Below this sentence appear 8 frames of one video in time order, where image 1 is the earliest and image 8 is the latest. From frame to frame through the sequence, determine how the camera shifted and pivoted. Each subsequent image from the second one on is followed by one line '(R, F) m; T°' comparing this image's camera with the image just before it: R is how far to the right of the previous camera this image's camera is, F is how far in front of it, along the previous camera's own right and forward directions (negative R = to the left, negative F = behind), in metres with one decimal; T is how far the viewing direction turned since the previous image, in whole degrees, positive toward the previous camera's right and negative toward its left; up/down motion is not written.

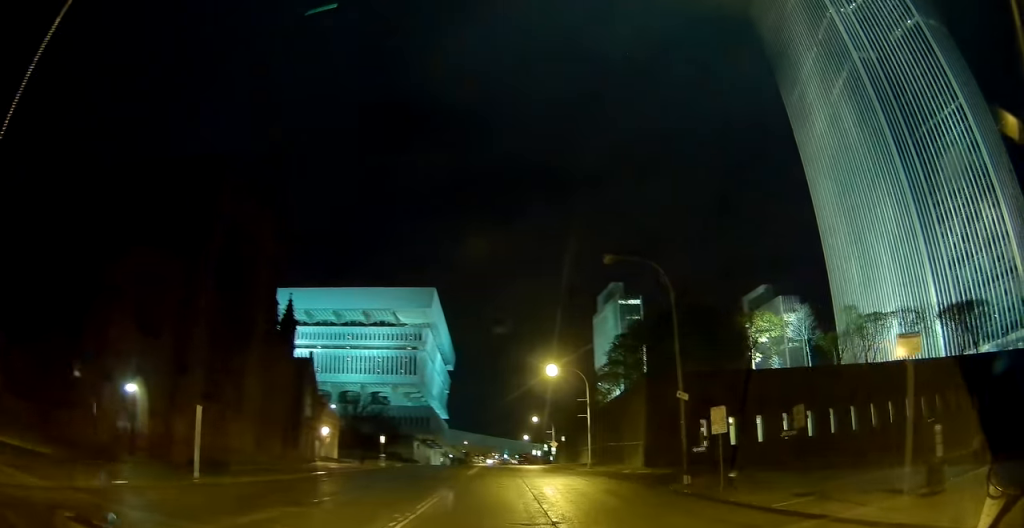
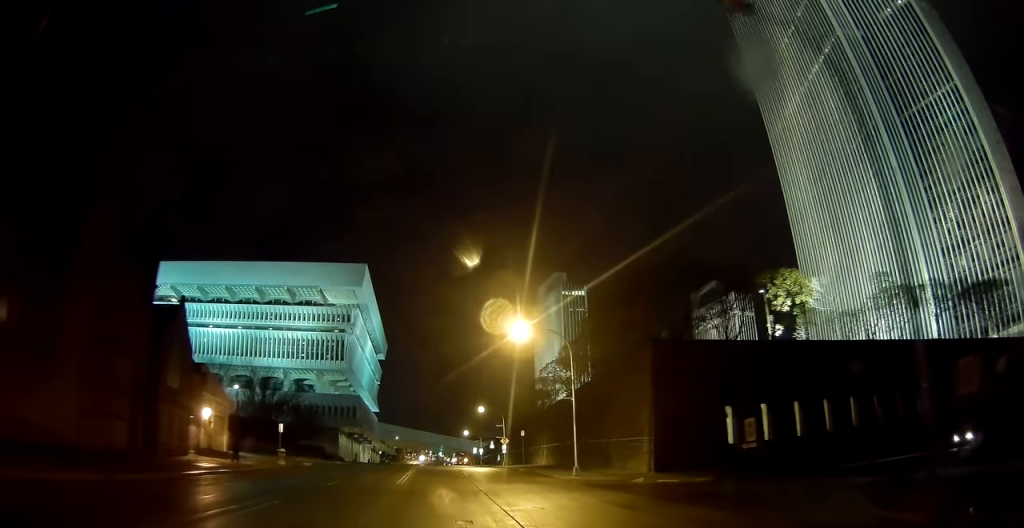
(+0.3, +17.2) m; +1°
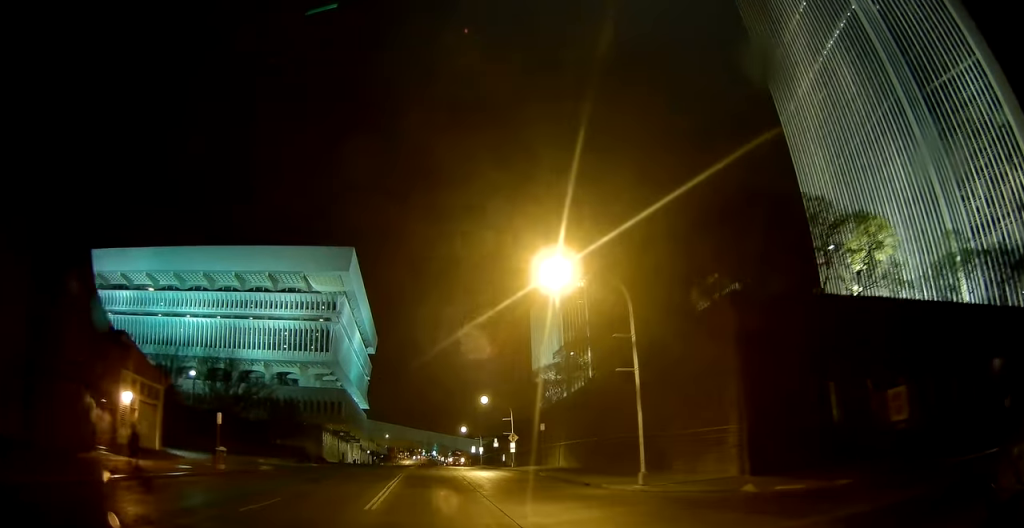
(+0.1, +12.6) m; +1°
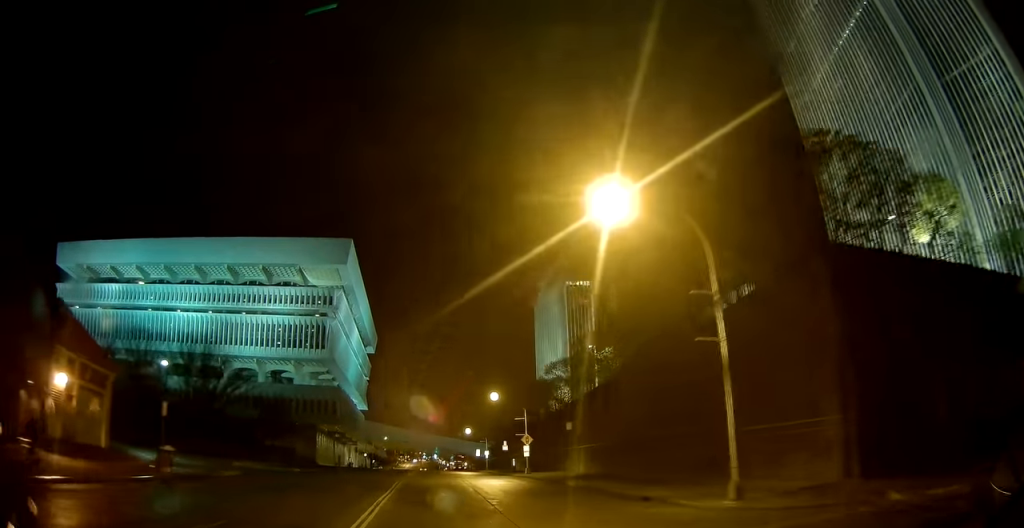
(+0.1, +7.4) m; +1°
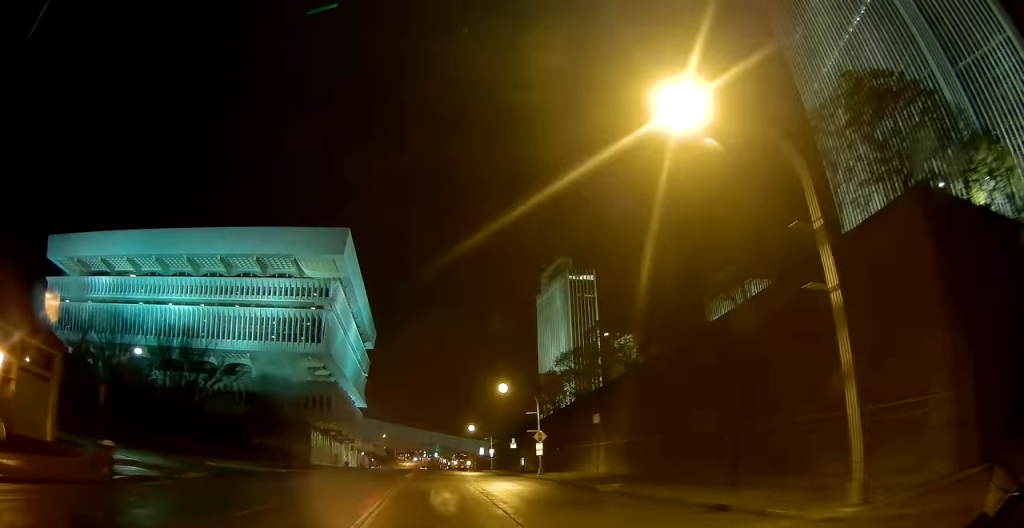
(0.0, +5.7) m; 0°
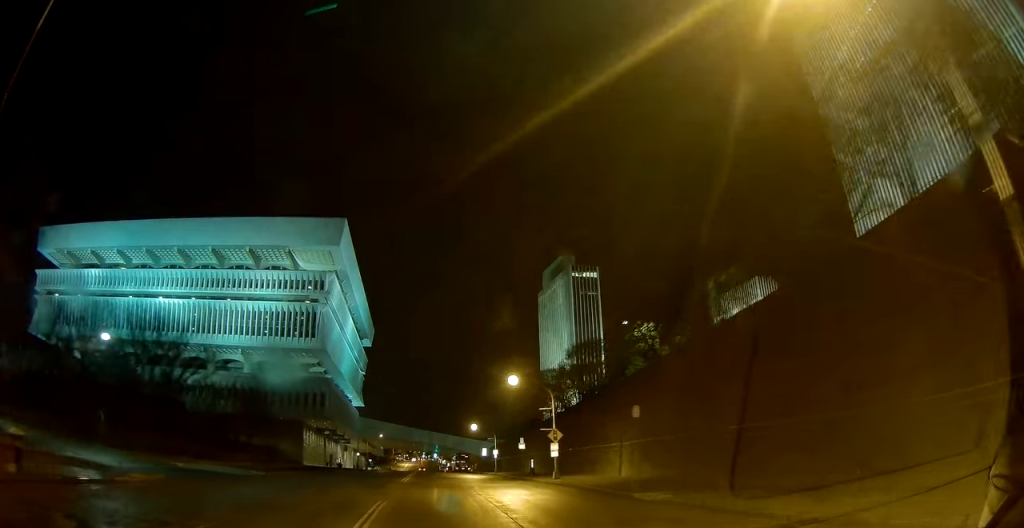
(0.0, +5.7) m; 0°
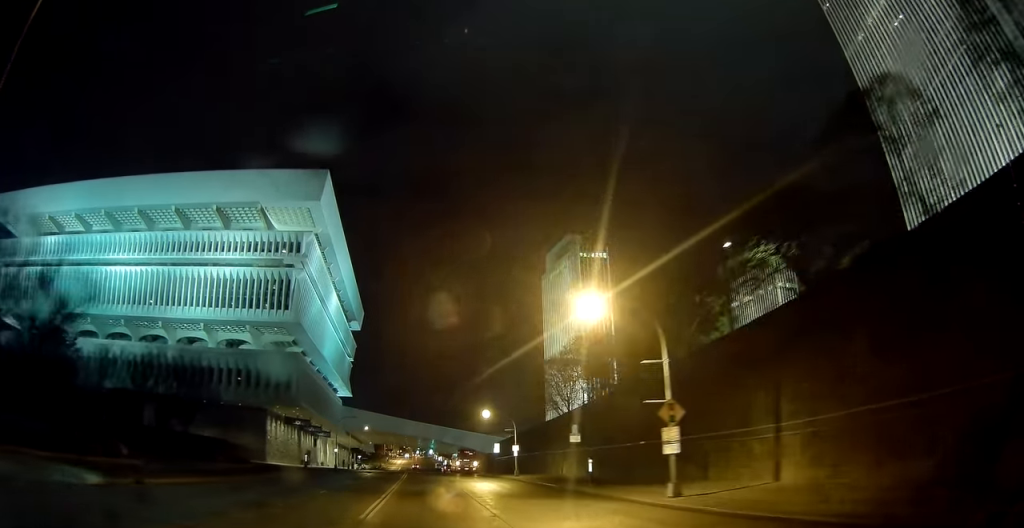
(0.0, +20.1) m; -1°
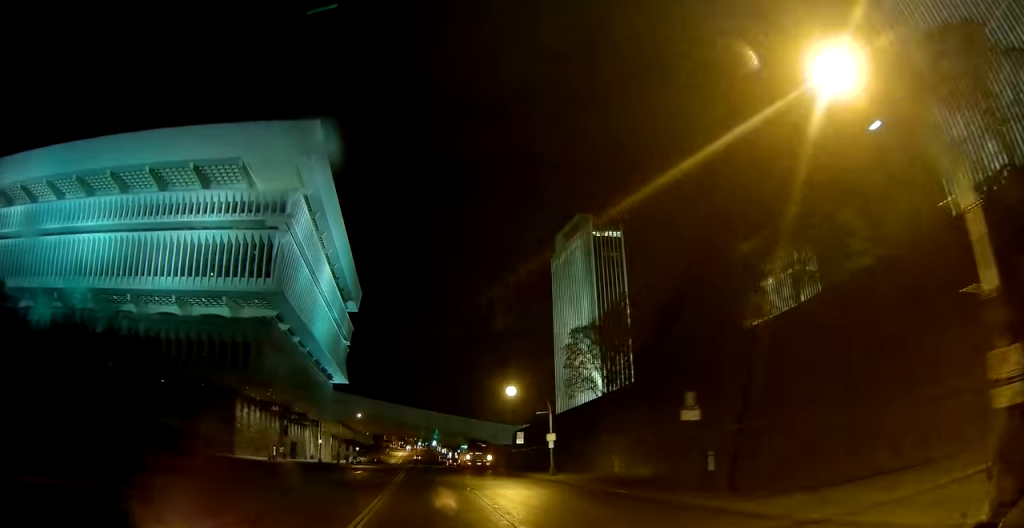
(-0.1, +14.3) m; 0°
